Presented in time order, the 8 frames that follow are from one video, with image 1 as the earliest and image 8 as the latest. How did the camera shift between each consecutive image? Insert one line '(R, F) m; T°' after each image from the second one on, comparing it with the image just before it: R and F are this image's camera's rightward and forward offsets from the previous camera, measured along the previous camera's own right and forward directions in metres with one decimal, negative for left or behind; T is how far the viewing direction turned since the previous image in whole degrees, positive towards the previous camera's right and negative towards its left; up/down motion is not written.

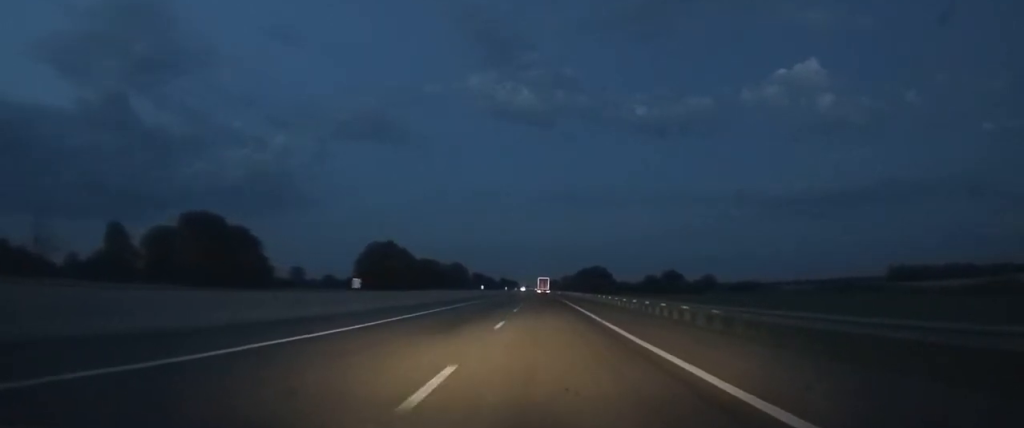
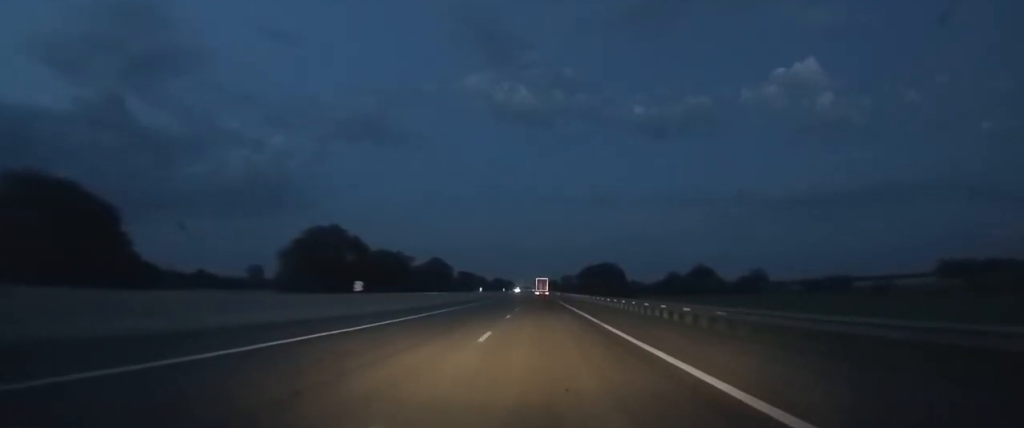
(+0.1, +50.4) m; 0°
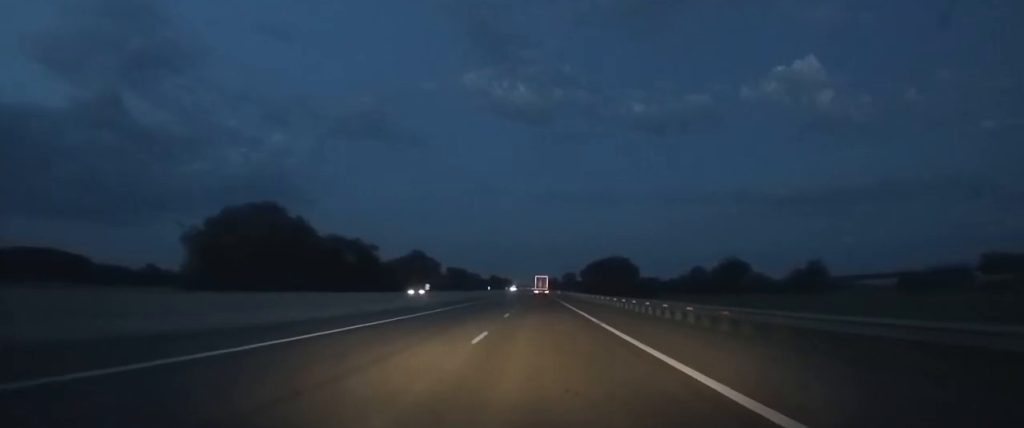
(-0.1, +32.7) m; 0°
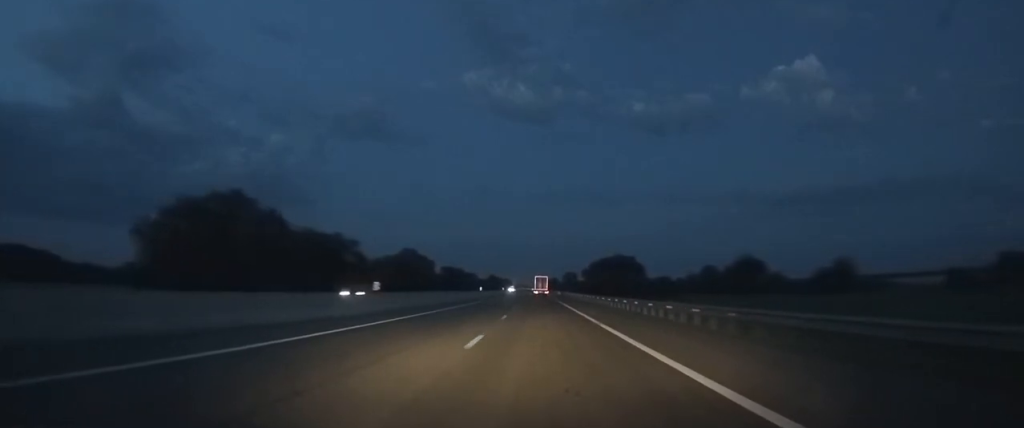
(0.0, +12.1) m; 0°
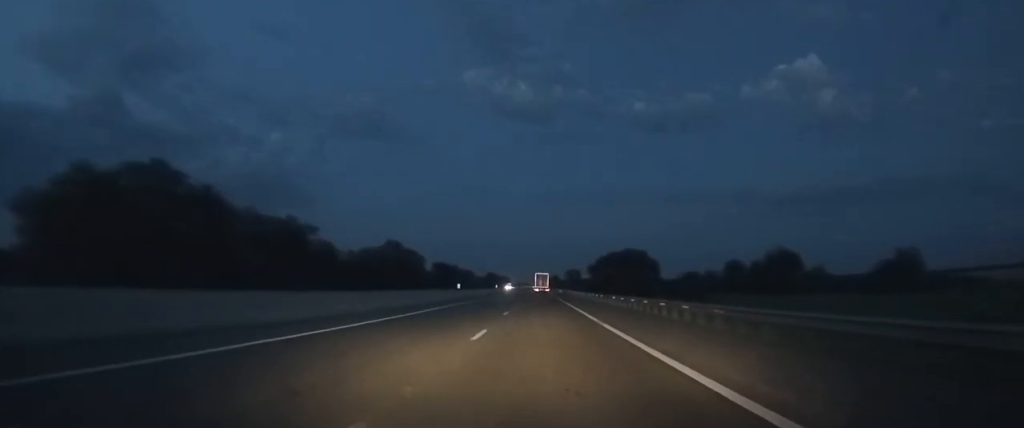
(0.0, +23.8) m; 0°
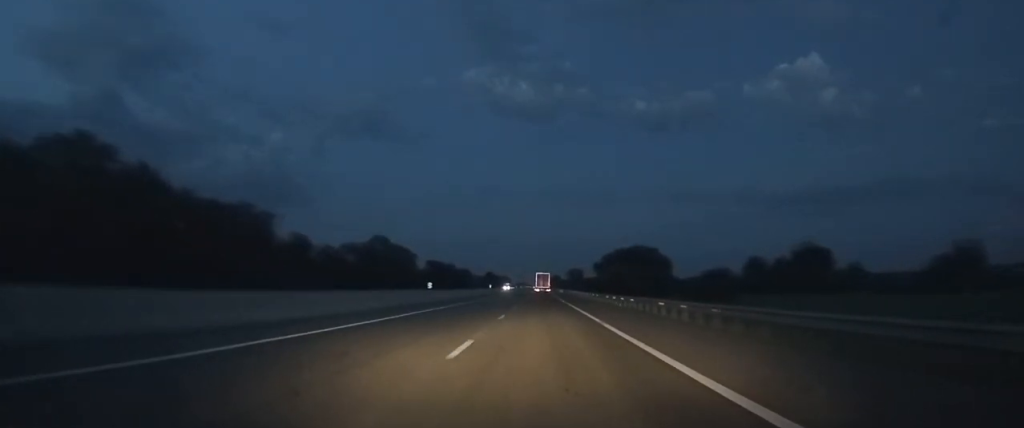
(0.0, +17.6) m; 0°
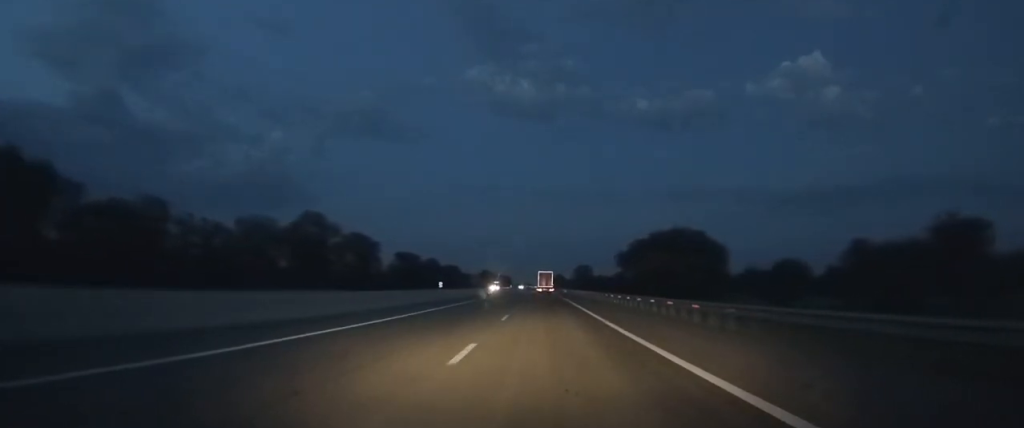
(+0.2, +53.5) m; 0°
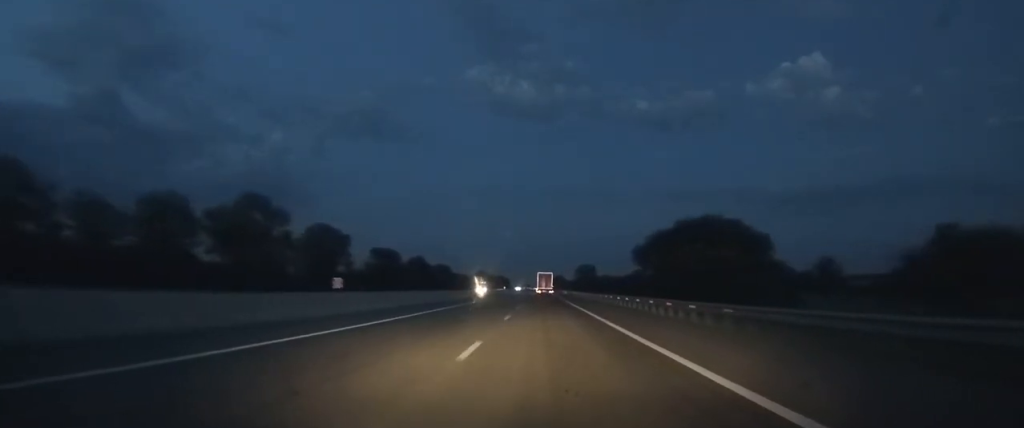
(0.0, +23.3) m; 0°
